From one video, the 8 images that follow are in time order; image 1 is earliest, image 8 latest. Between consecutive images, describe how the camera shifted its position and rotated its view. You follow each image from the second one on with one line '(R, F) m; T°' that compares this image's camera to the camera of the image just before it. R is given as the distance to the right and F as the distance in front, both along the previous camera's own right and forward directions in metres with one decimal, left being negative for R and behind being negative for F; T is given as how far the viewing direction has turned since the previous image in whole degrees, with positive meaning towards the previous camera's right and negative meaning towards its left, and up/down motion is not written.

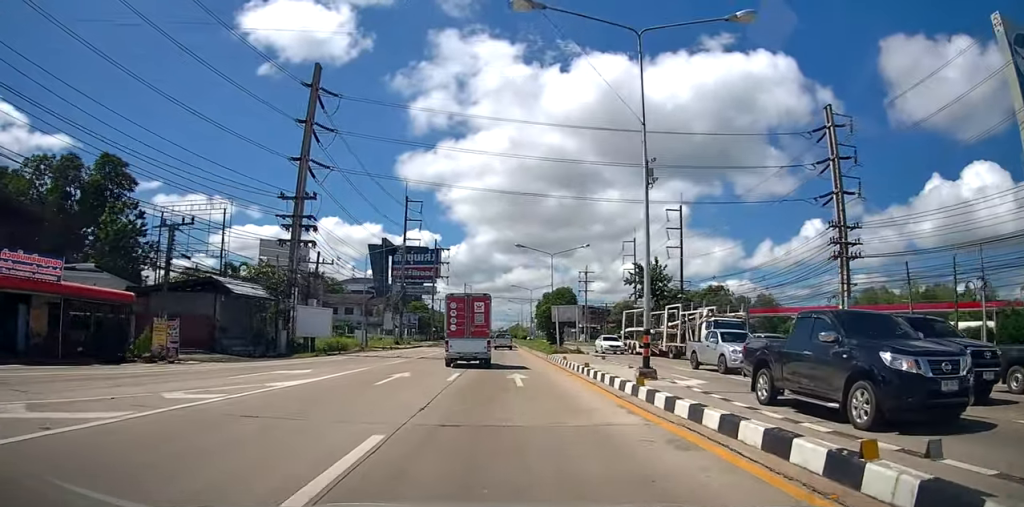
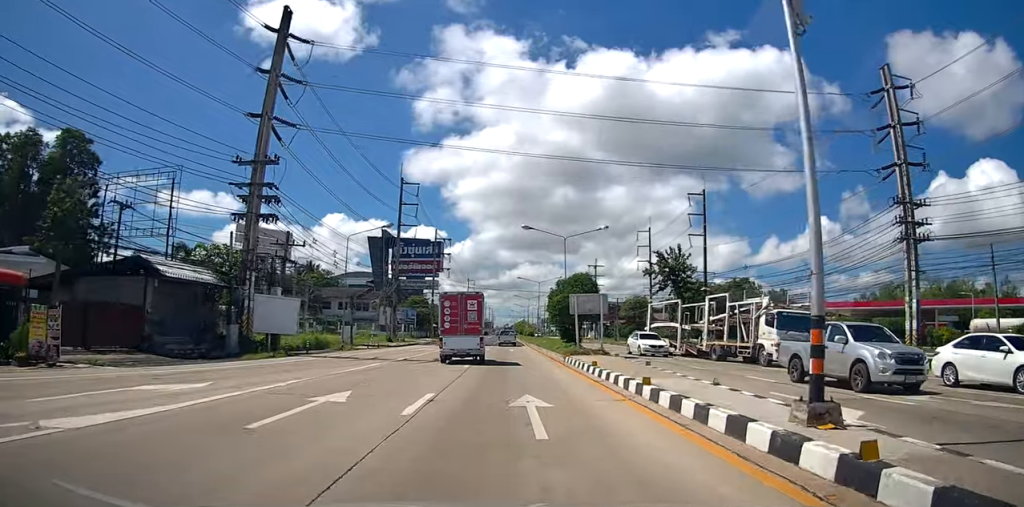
(+0.1, +6.8) m; -1°
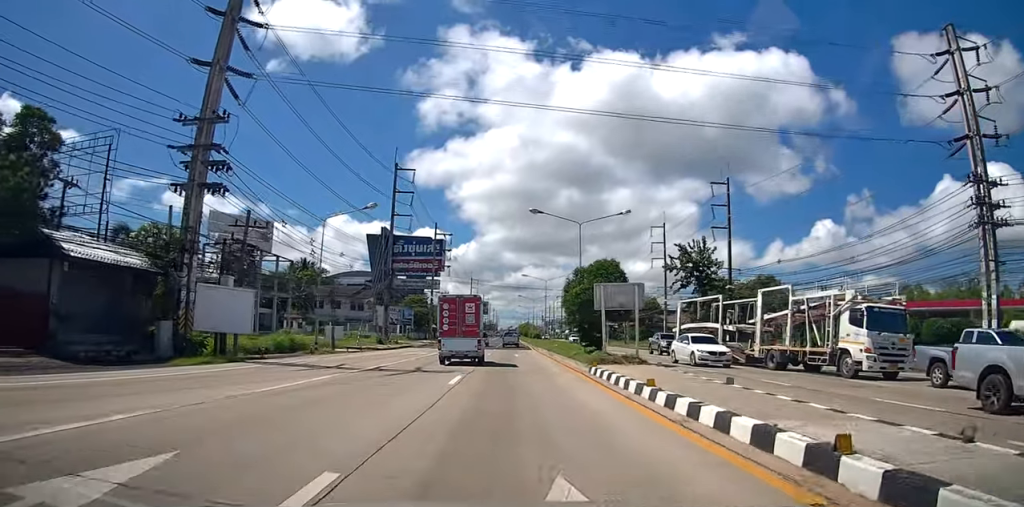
(-0.2, +6.7) m; -1°
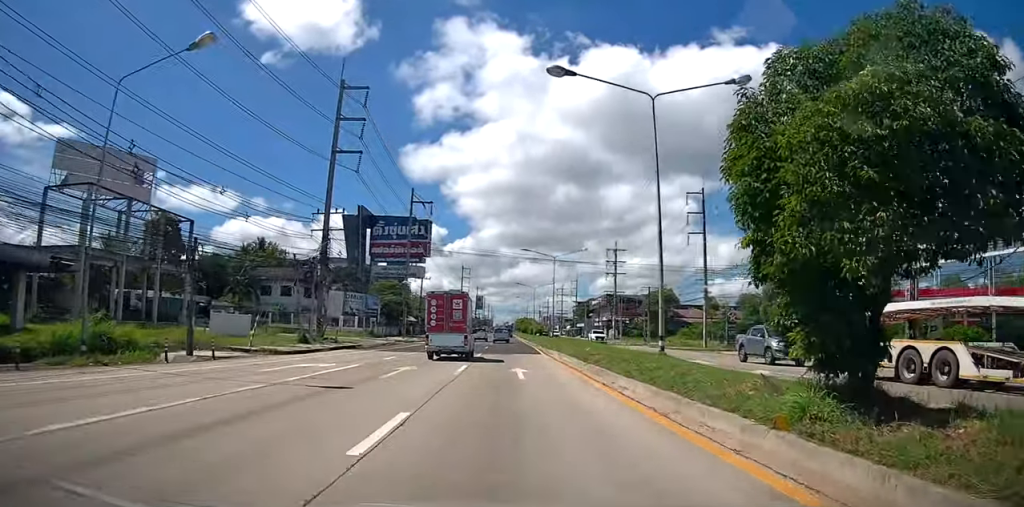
(0.0, +21.4) m; +1°
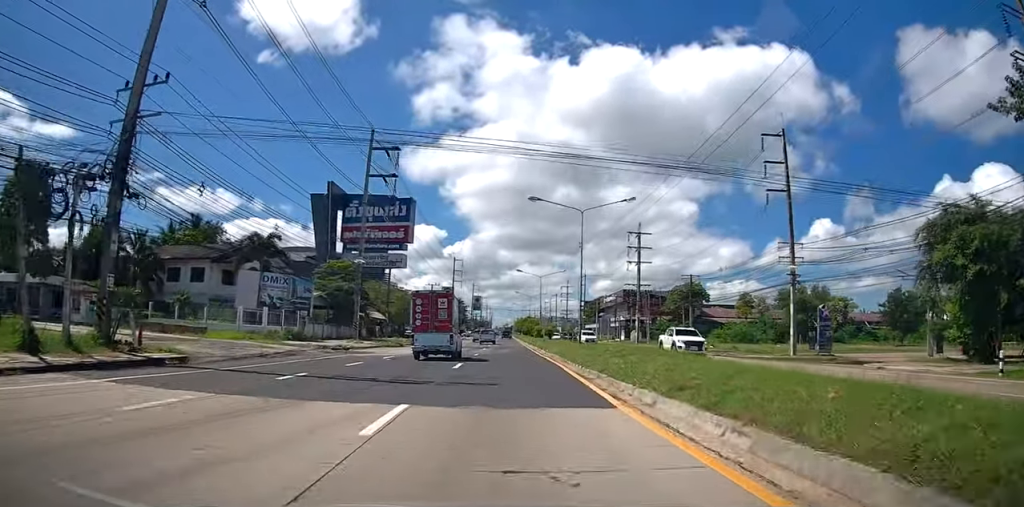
(+0.5, +27.1) m; +1°
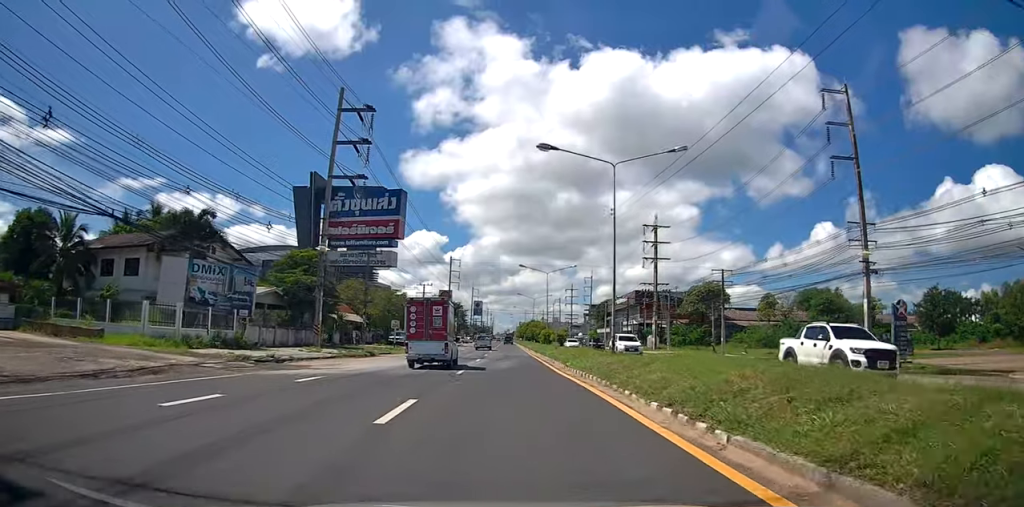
(-0.1, +11.9) m; -1°
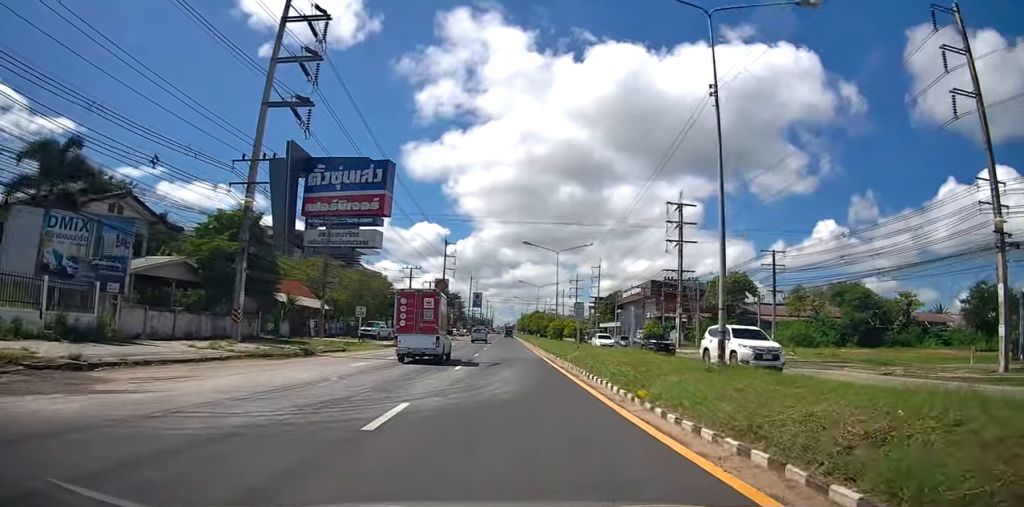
(-0.1, +13.8) m; -1°
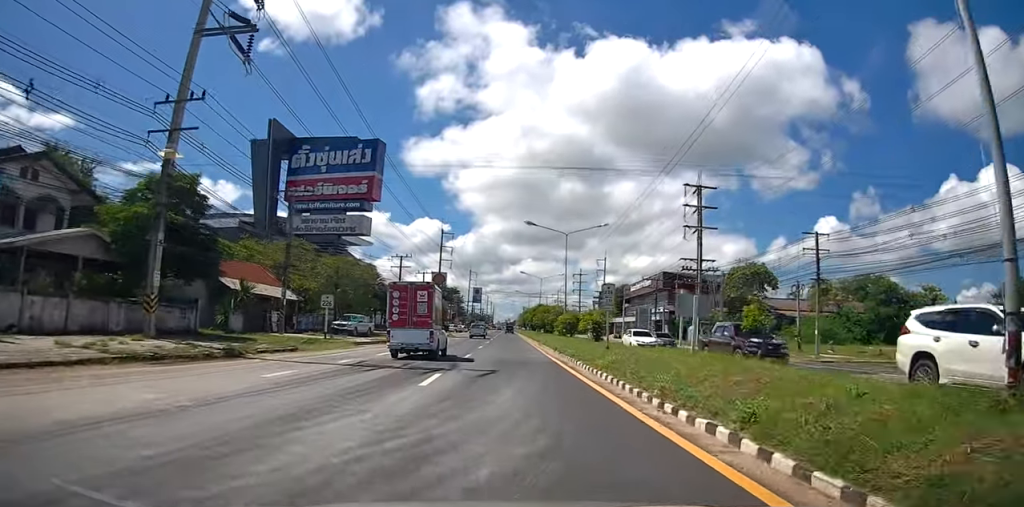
(0.0, +8.1) m; 0°
